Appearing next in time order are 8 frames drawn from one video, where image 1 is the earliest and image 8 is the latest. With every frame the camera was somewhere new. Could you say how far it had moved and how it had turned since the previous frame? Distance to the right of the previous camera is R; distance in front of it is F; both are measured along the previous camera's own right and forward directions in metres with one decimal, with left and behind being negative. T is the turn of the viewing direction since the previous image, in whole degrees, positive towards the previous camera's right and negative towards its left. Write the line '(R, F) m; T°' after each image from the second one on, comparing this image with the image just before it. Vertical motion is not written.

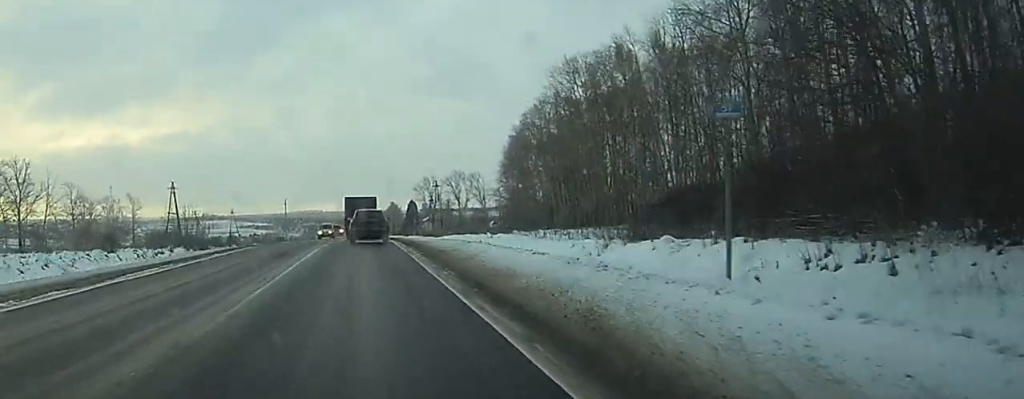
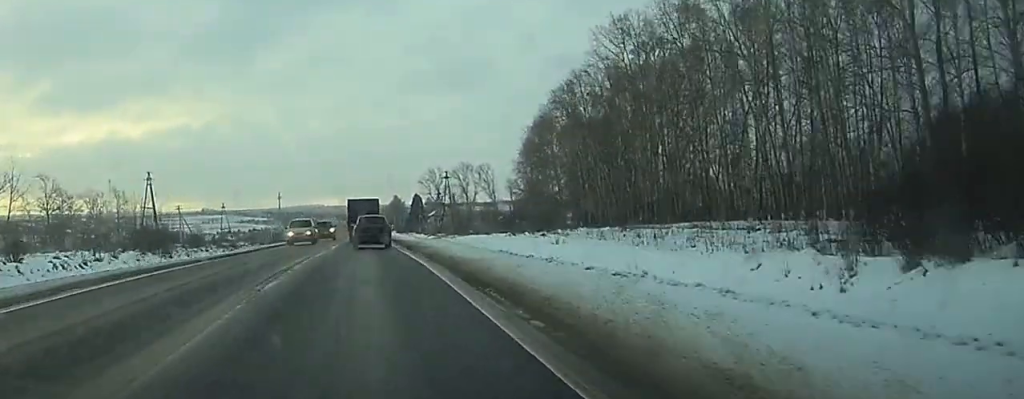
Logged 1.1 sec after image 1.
(0.0, +22.1) m; 0°
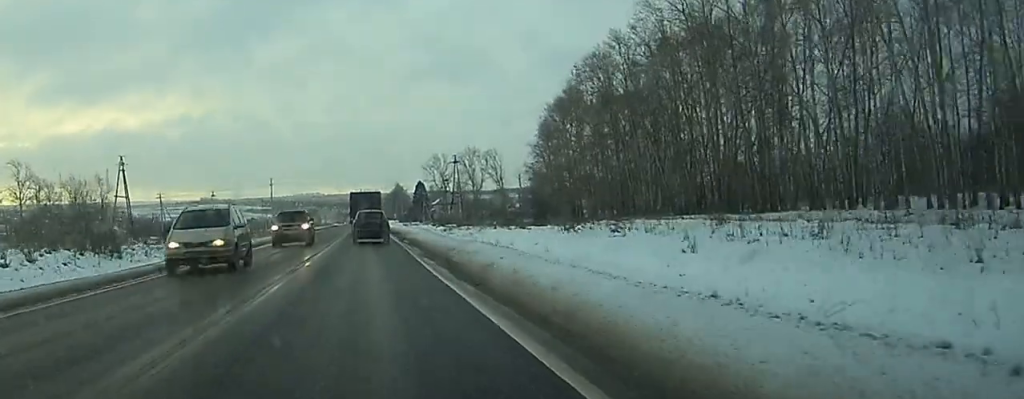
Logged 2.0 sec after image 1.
(0.0, +18.9) m; 0°
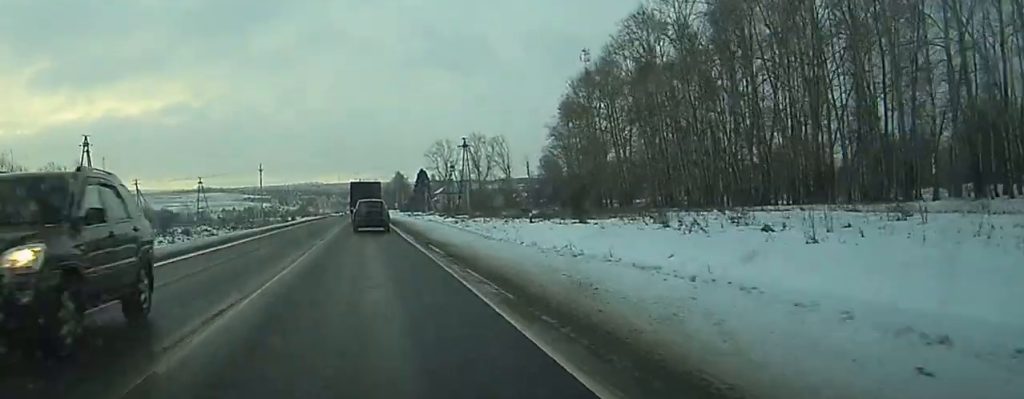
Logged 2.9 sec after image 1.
(-0.1, +18.5) m; 0°
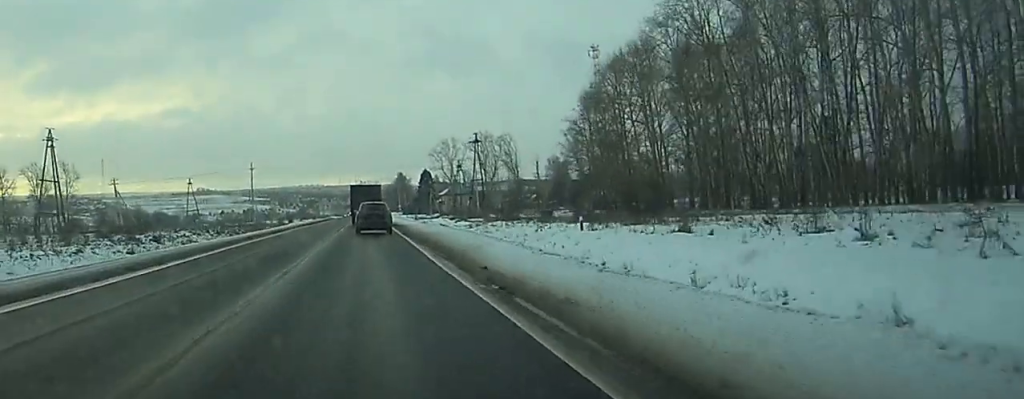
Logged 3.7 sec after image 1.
(+0.1, +15.0) m; 0°
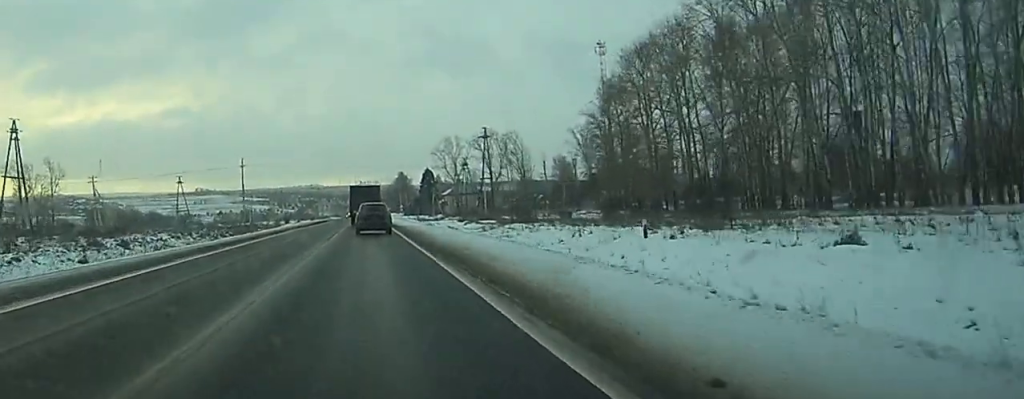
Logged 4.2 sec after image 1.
(0.0, +11.6) m; 0°
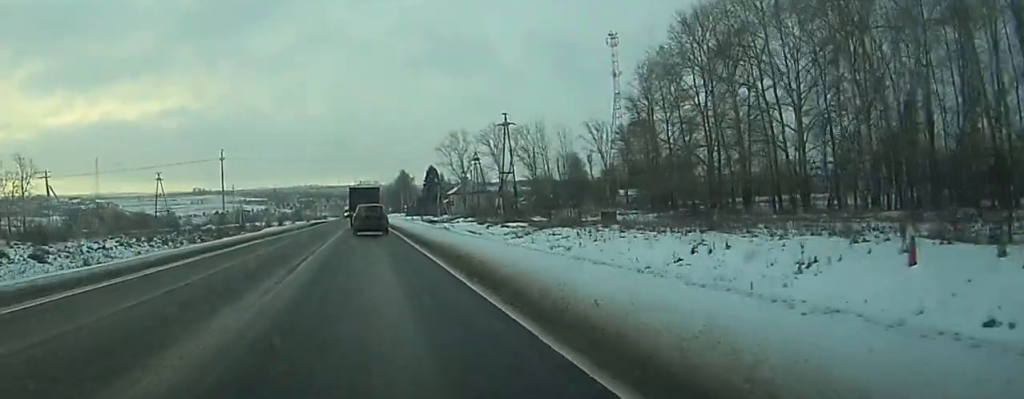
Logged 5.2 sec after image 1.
(0.0, +20.0) m; 0°
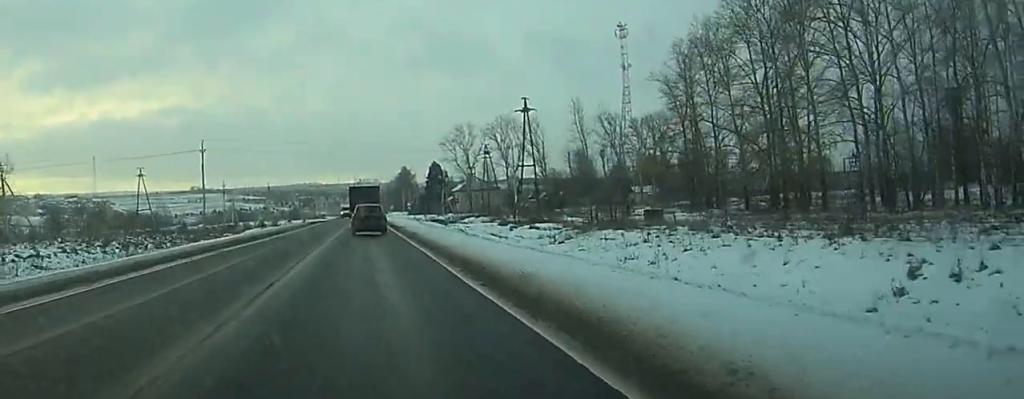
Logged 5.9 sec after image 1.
(-0.1, +14.6) m; -1°
